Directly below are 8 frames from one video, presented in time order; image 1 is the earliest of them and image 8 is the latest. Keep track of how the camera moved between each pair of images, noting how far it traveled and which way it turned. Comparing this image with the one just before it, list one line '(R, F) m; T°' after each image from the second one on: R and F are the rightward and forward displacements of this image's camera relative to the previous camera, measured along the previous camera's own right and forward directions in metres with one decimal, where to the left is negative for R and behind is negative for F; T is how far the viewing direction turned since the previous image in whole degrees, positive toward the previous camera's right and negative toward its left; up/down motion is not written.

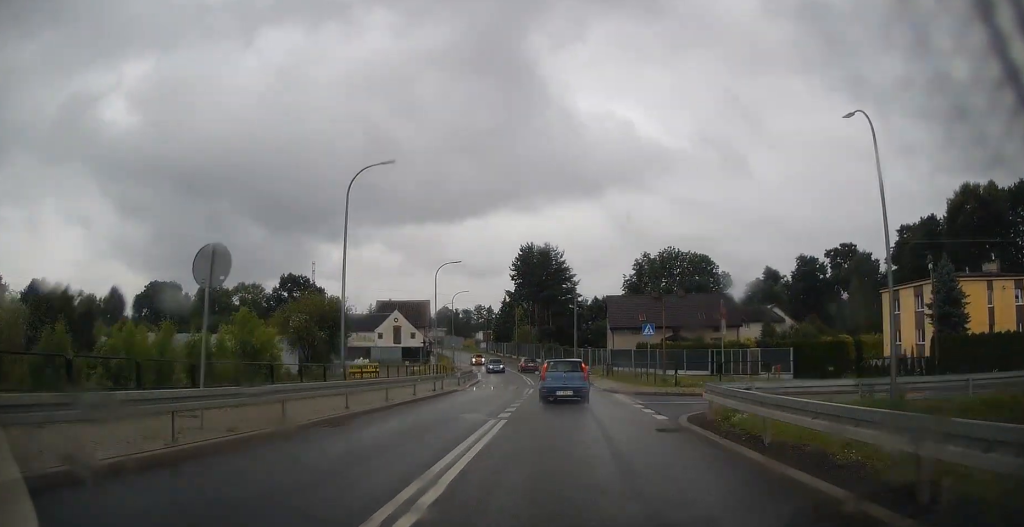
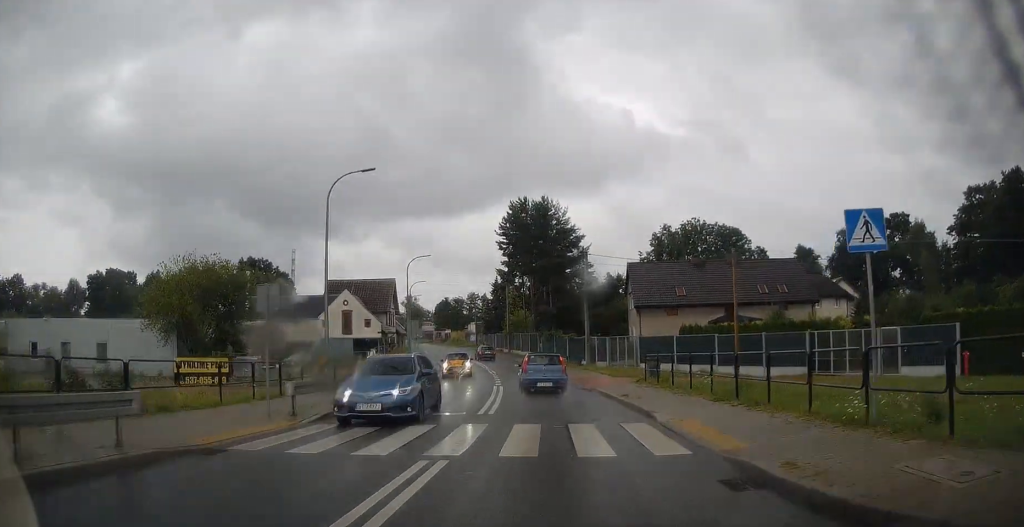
(-0.3, +24.2) m; -1°
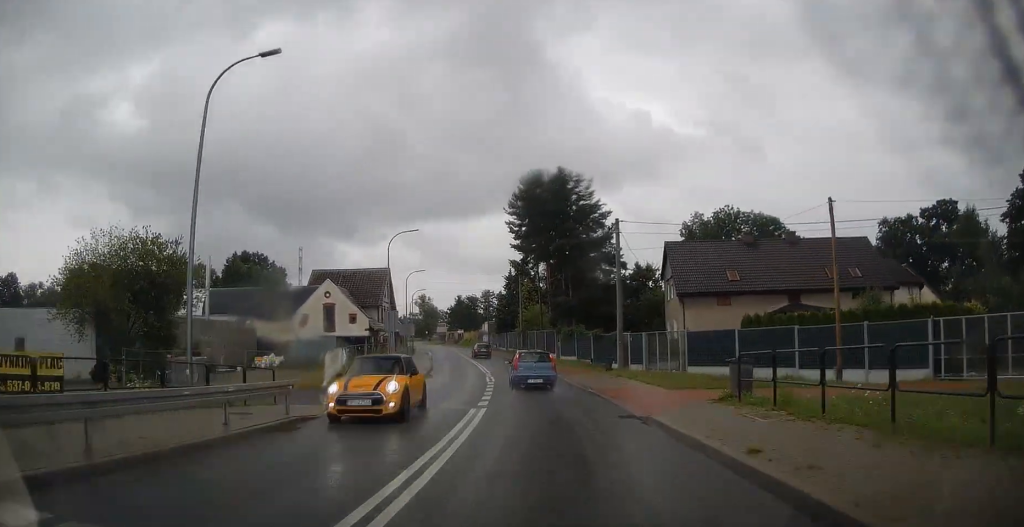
(-0.1, +11.4) m; -2°
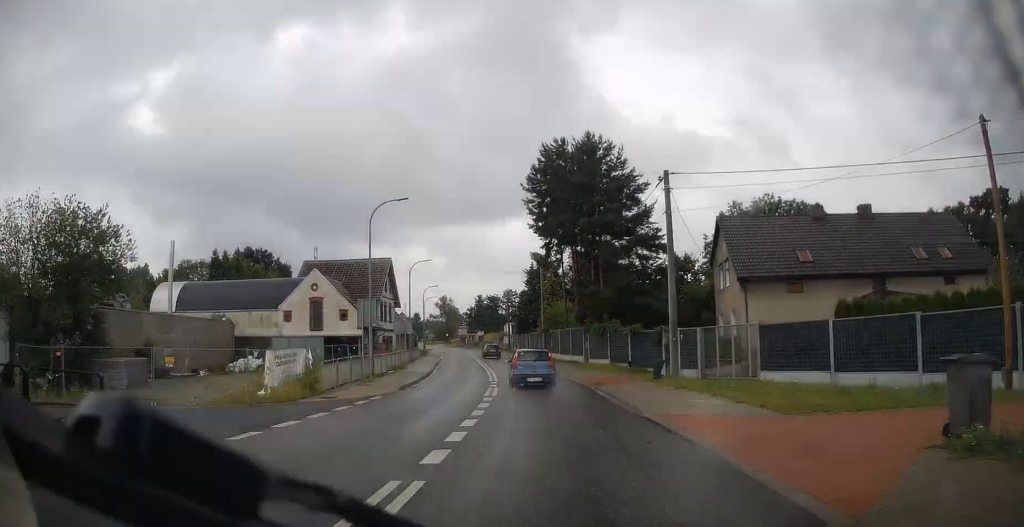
(0.0, +8.7) m; -2°
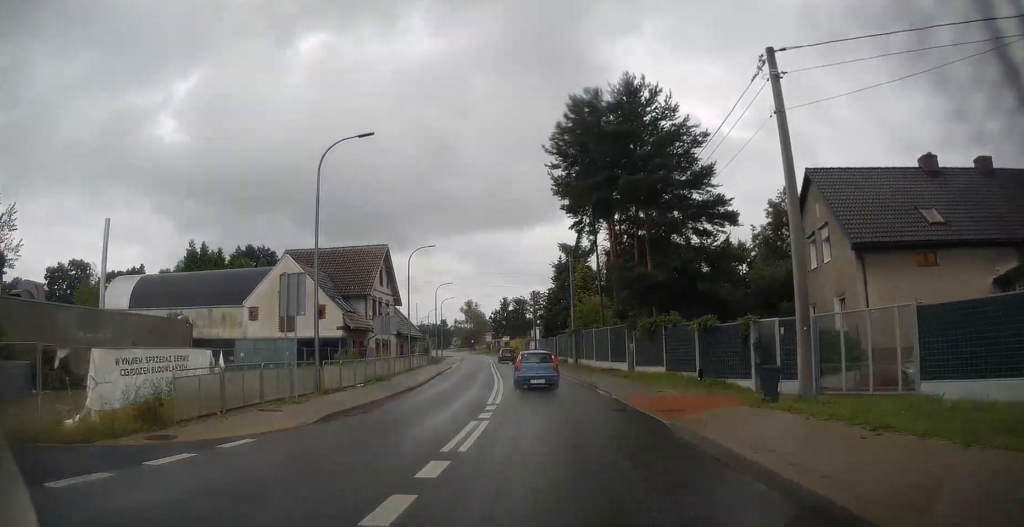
(-0.4, +11.3) m; -3°
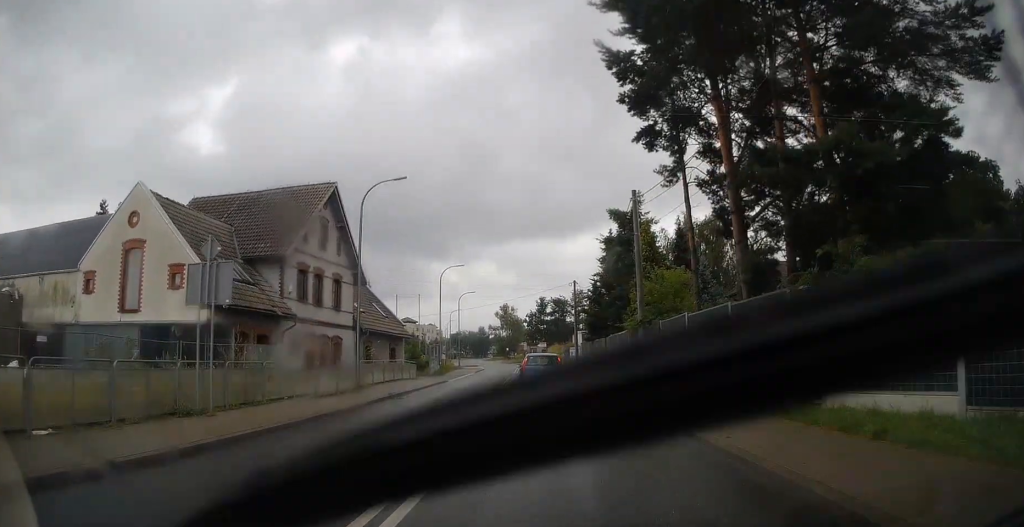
(-0.7, +19.5) m; -4°
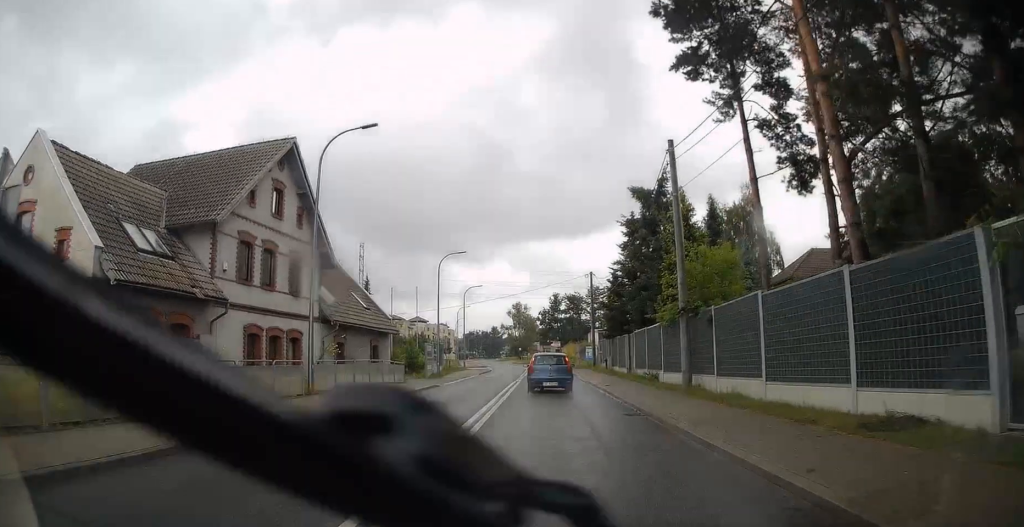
(-0.1, +6.5) m; -1°
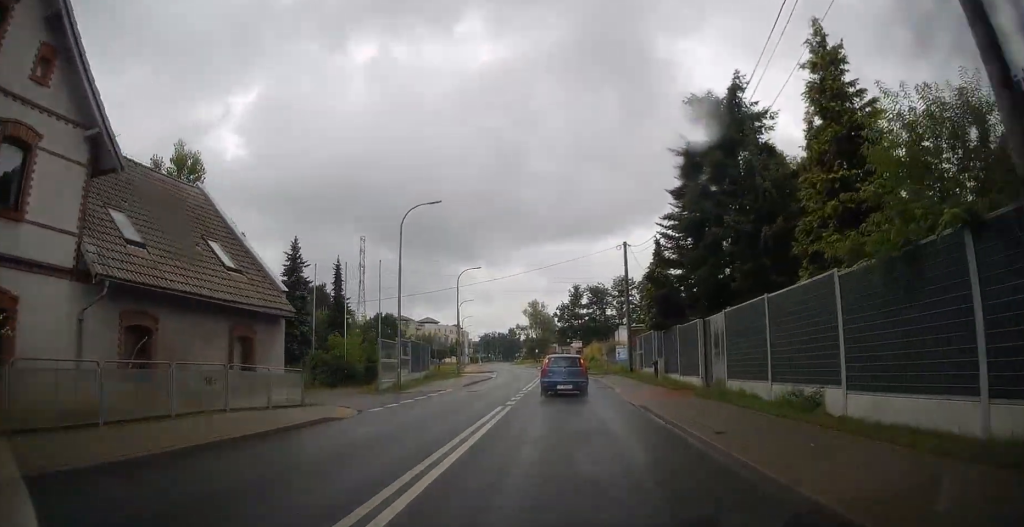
(-0.3, +15.6) m; -1°
